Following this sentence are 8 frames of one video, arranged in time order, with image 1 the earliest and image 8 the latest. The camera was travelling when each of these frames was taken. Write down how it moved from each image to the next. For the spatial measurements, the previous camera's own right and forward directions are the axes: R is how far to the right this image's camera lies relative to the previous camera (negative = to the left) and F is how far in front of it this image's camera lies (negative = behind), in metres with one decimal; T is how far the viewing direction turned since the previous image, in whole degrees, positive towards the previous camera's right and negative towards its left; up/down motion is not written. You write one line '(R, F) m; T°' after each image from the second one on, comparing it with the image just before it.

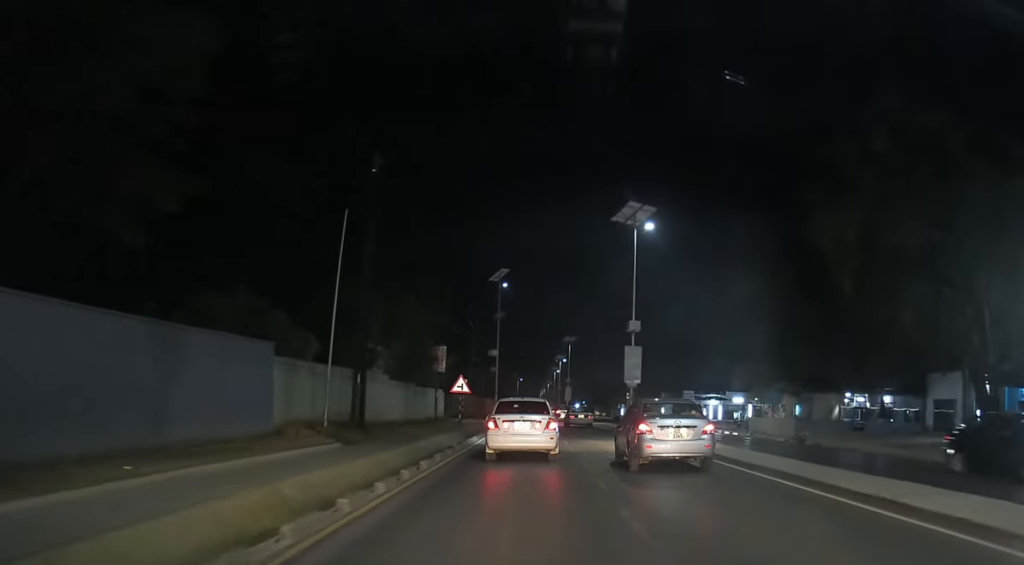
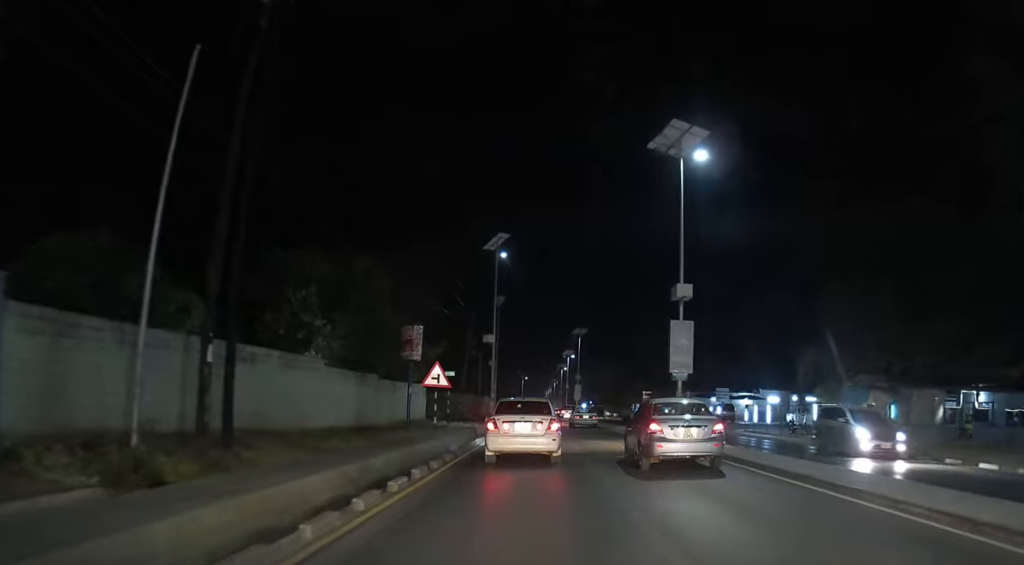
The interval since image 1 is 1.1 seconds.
(0.0, +11.9) m; 0°
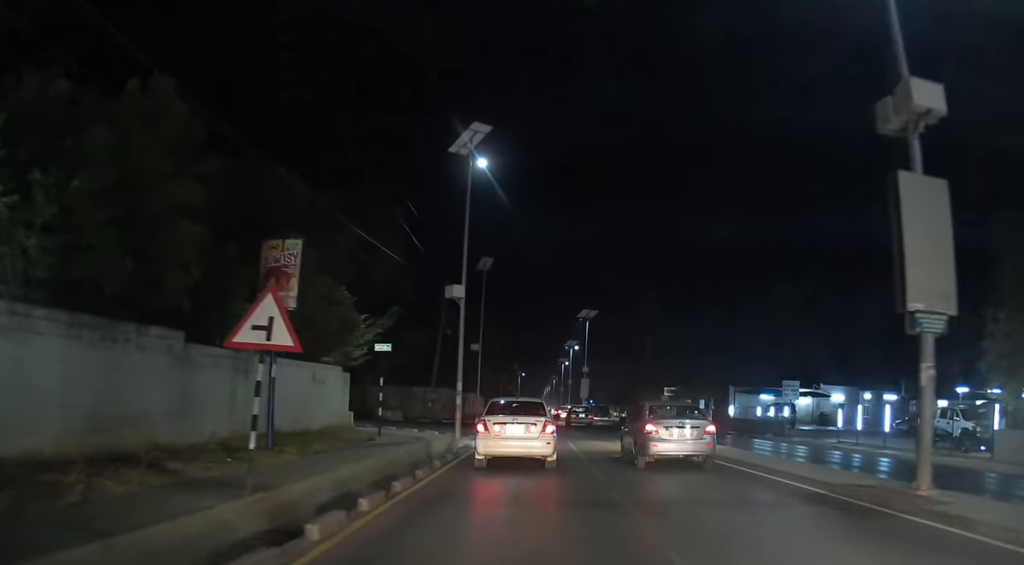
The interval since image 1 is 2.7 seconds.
(+0.1, +18.2) m; +1°
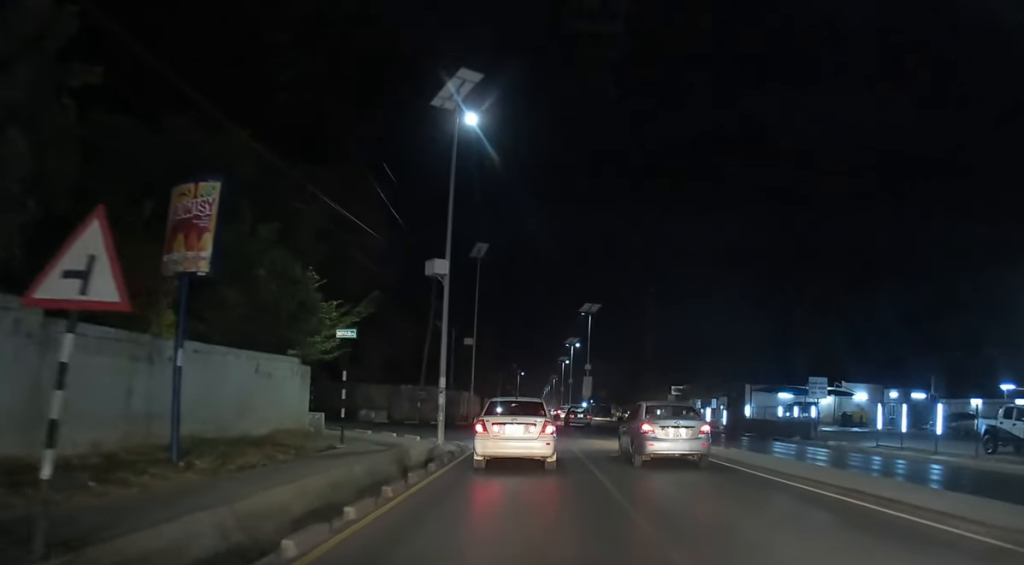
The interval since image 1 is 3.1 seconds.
(+0.1, +4.7) m; 0°
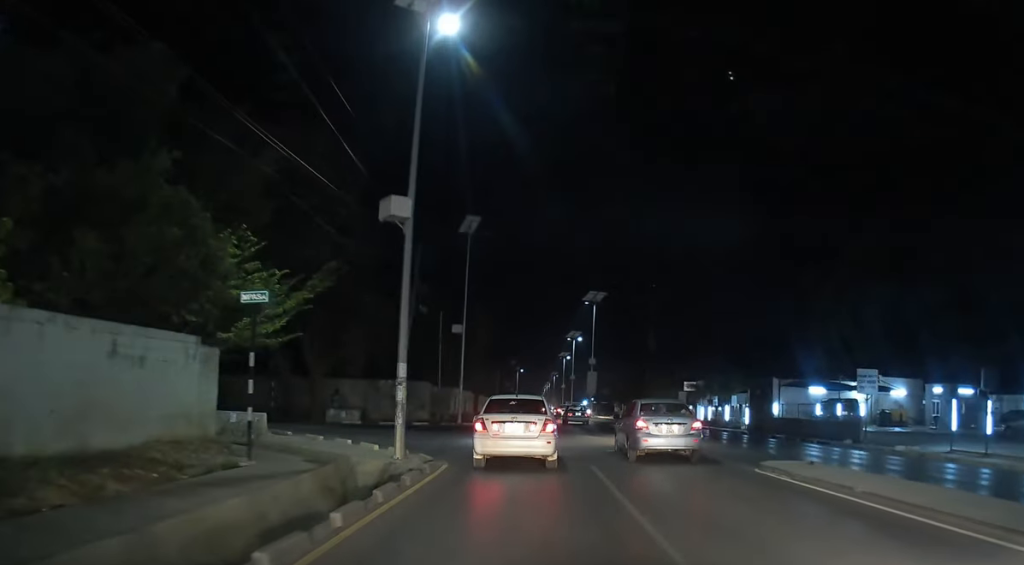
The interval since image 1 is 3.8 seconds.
(0.0, +6.7) m; 0°
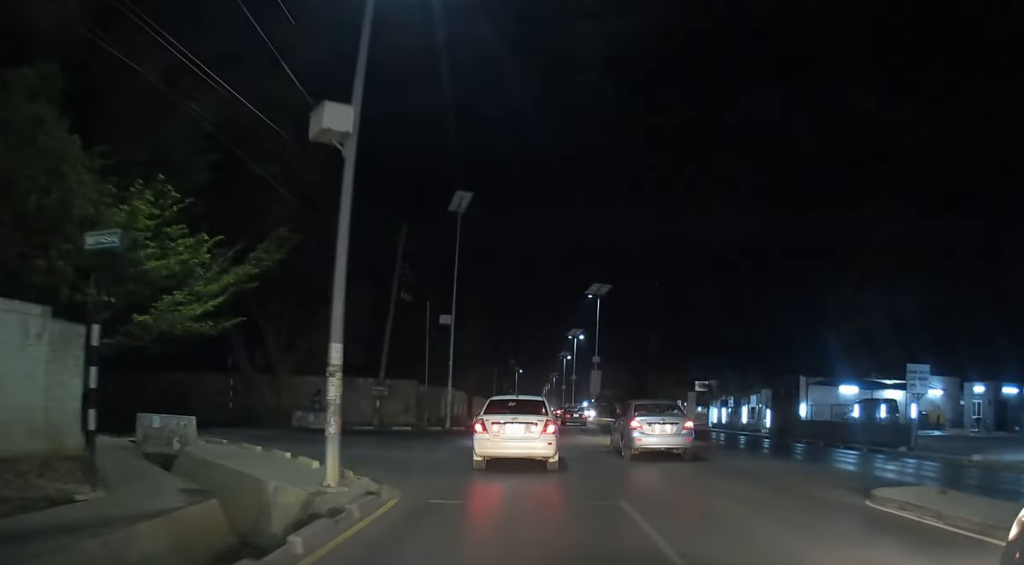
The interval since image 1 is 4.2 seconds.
(-0.2, +5.3) m; 0°
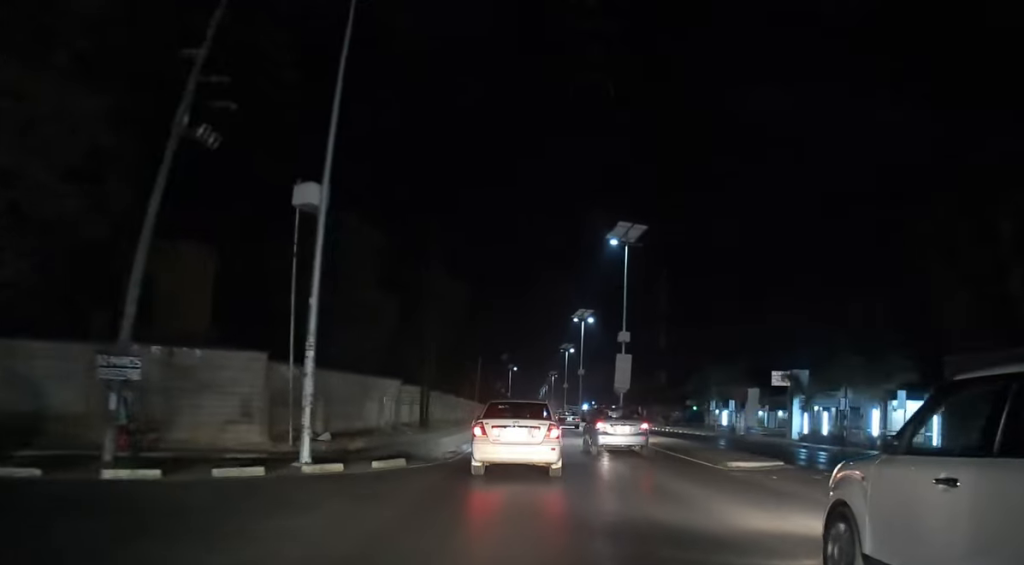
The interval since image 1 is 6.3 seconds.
(+0.3, +22.6) m; 0°
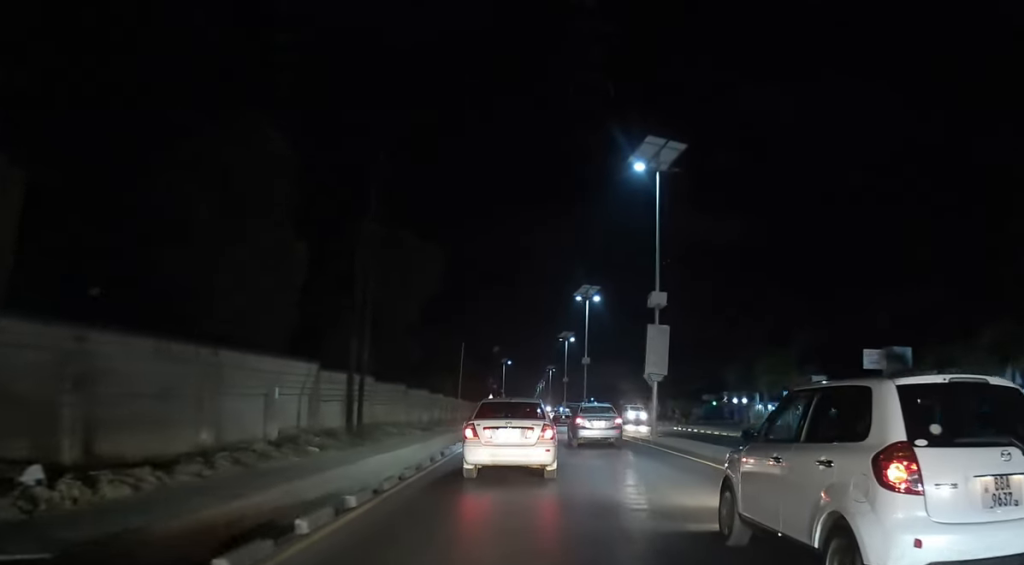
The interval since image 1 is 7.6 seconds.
(0.0, +13.5) m; 0°
